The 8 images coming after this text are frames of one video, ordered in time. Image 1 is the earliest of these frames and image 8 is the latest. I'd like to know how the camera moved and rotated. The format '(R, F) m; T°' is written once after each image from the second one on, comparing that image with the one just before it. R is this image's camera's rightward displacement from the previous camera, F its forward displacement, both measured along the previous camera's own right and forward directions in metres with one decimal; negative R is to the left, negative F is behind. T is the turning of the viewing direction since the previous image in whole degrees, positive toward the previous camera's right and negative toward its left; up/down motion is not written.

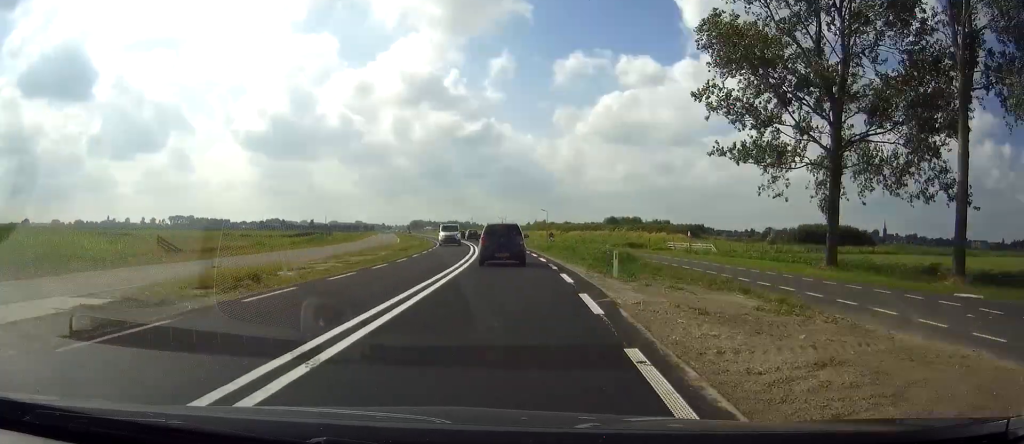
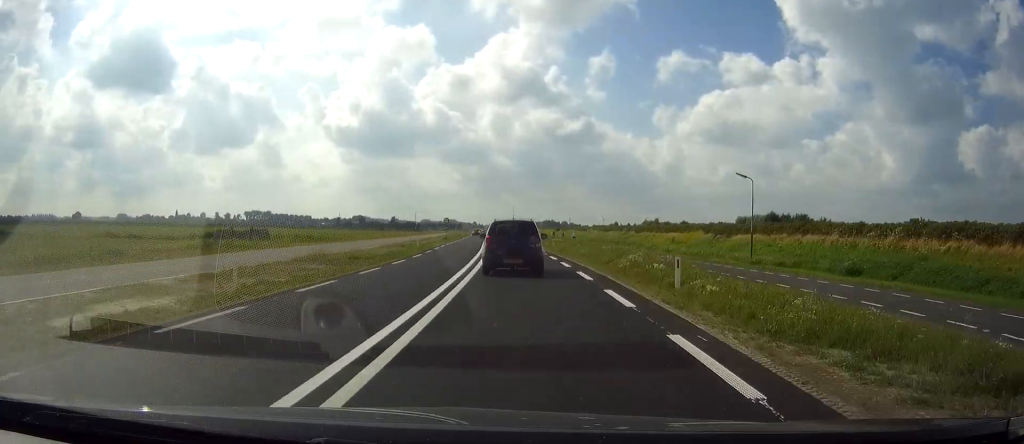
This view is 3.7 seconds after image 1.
(-4.2, +68.6) m; -6°
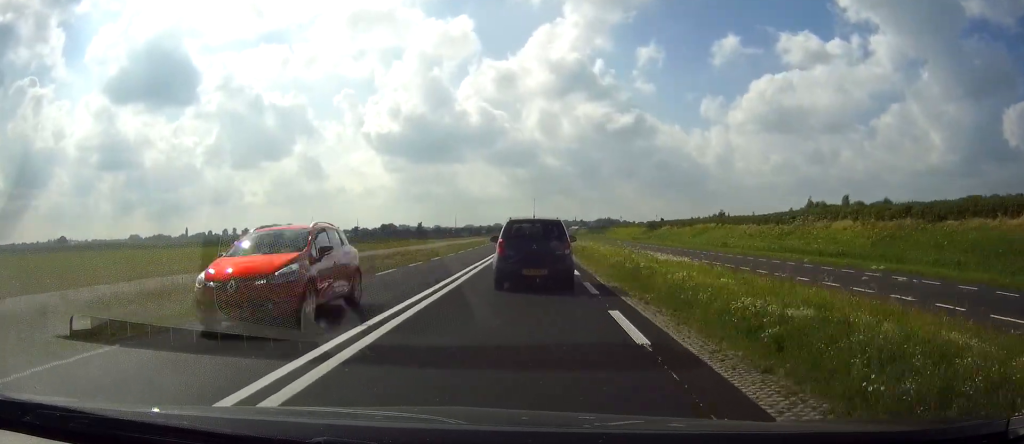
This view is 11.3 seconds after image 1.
(-7.3, +135.4) m; -4°
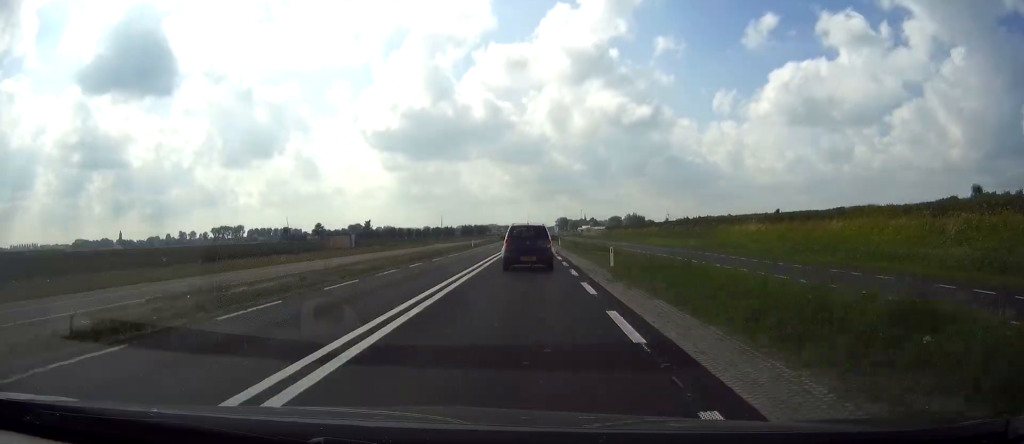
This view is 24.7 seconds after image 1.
(-2.2, +222.0) m; -1°
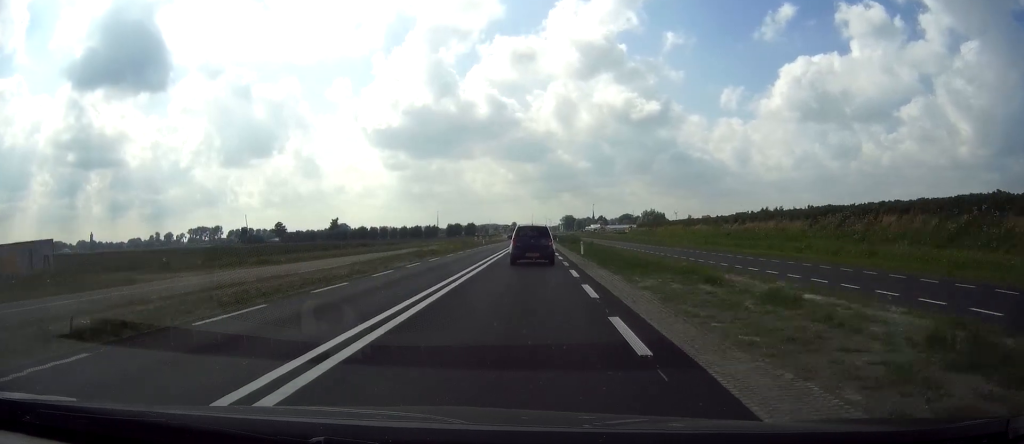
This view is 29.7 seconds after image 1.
(+0.2, +83.0) m; 0°
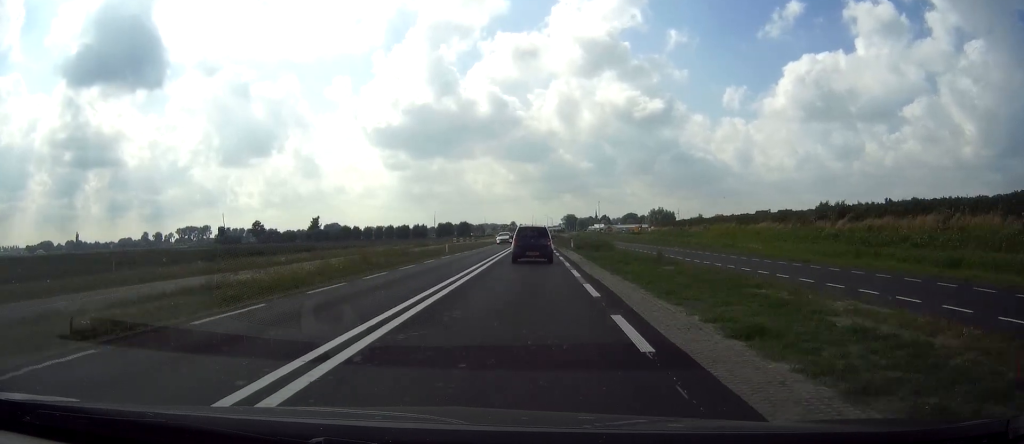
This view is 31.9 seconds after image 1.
(0.0, +36.0) m; 0°
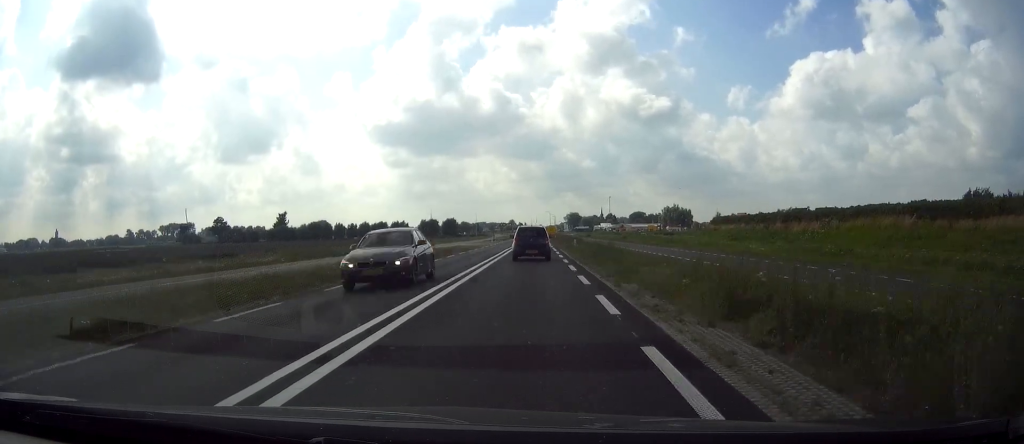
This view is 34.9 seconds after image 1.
(+0.1, +49.2) m; 0°
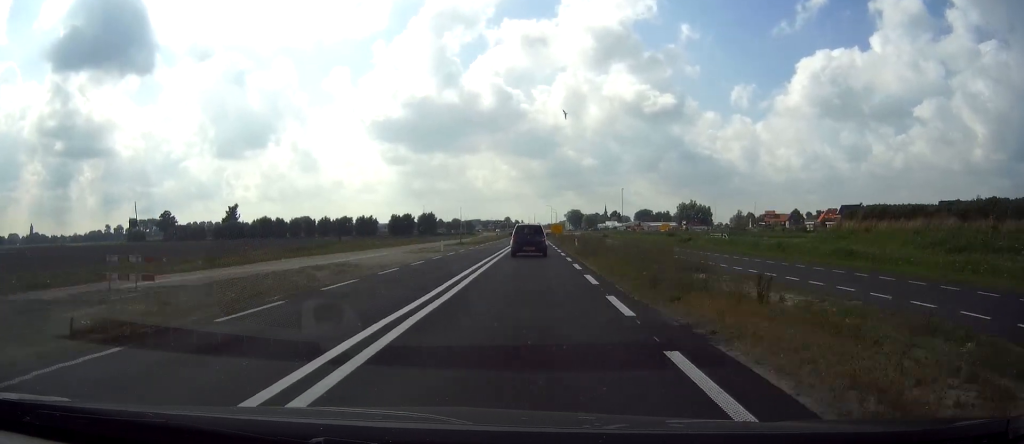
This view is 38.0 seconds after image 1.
(+0.1, +51.5) m; 0°
